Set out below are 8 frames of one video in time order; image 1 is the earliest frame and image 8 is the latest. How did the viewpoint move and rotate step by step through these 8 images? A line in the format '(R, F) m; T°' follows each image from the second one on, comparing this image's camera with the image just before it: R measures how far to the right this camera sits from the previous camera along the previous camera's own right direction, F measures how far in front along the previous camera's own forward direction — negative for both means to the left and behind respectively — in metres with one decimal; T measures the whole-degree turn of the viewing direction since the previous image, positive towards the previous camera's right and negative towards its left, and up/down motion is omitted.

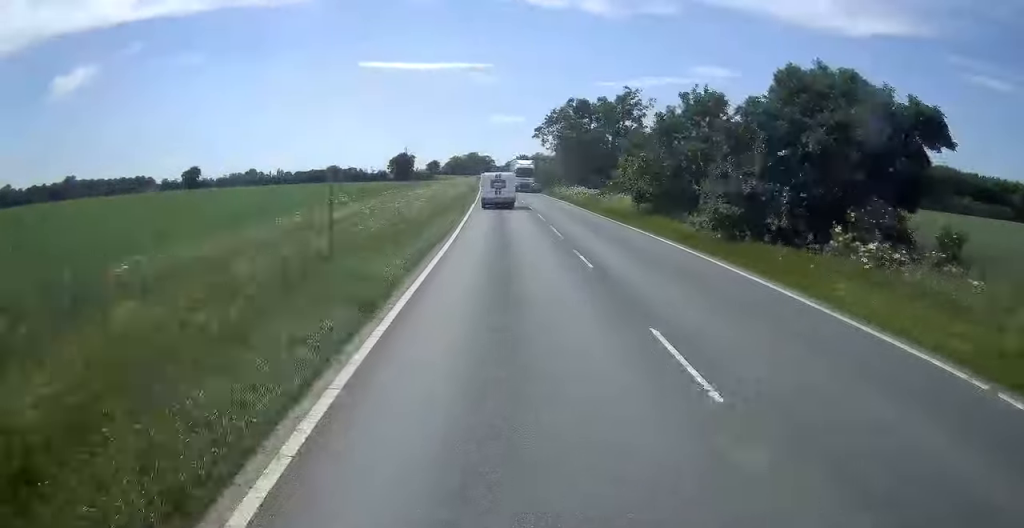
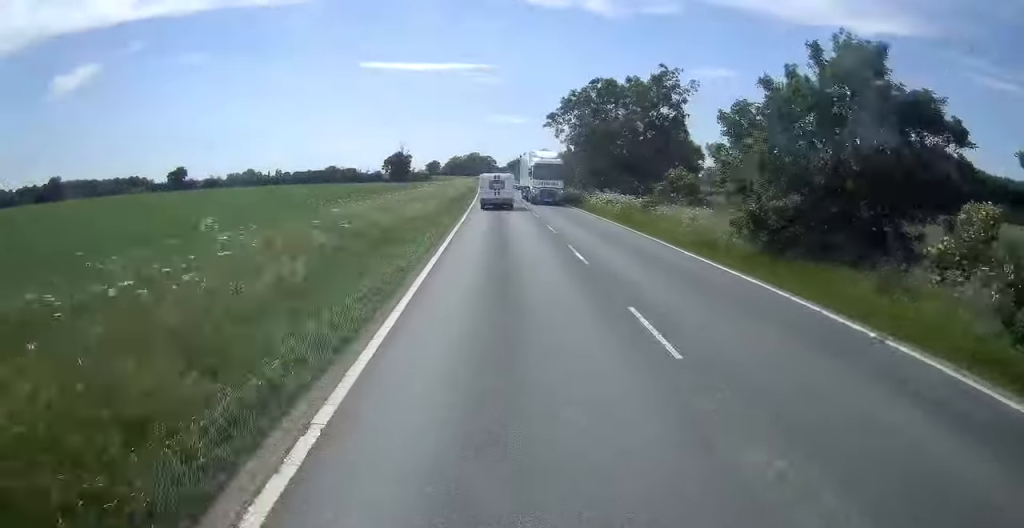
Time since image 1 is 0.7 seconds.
(0.0, +16.4) m; 0°
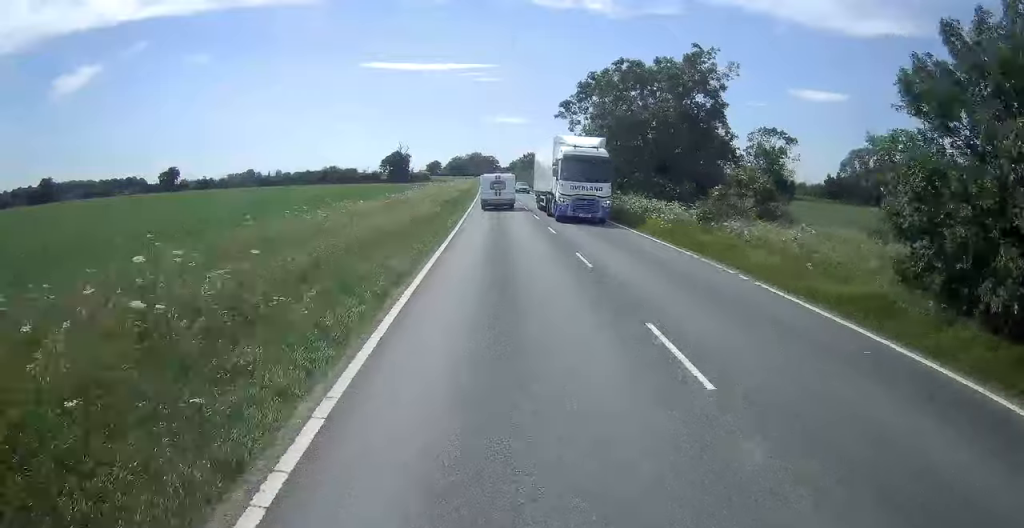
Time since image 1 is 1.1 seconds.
(0.0, +10.2) m; 0°
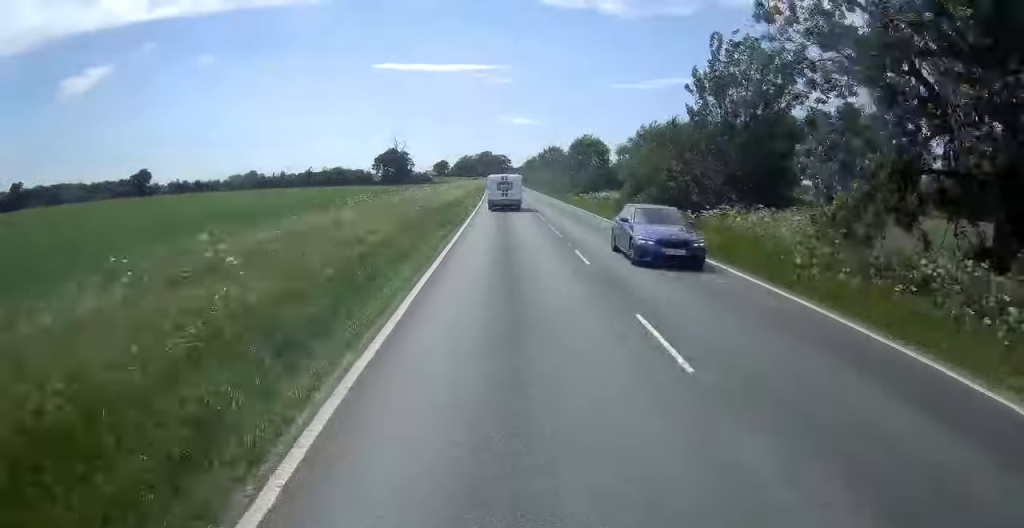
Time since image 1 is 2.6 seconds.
(-0.9, +35.1) m; -2°
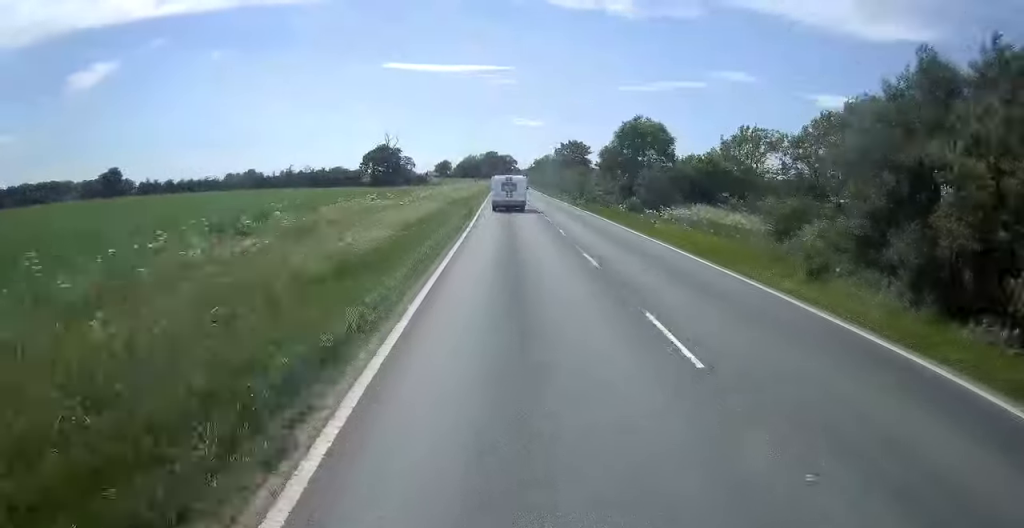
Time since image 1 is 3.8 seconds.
(+0.2, +26.5) m; 0°
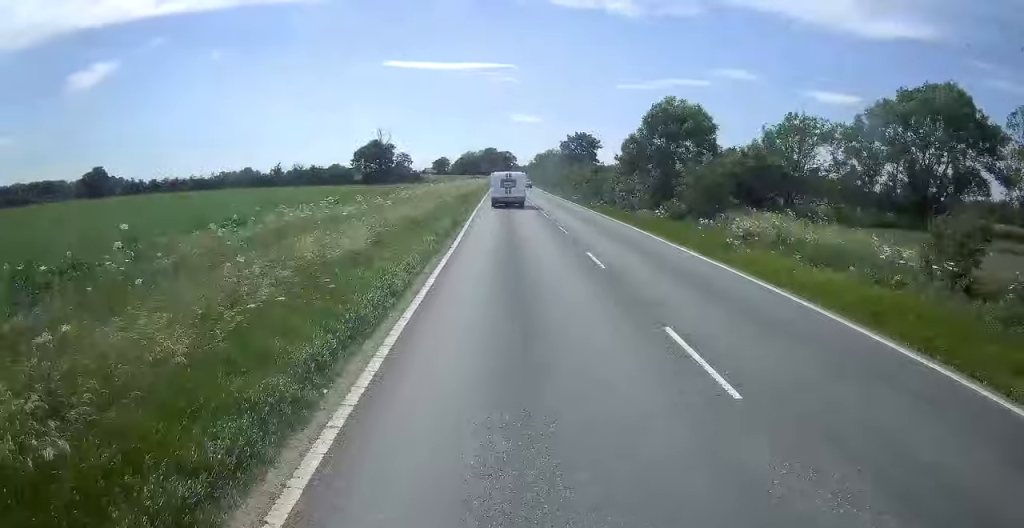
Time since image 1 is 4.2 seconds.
(+0.2, +10.1) m; 0°
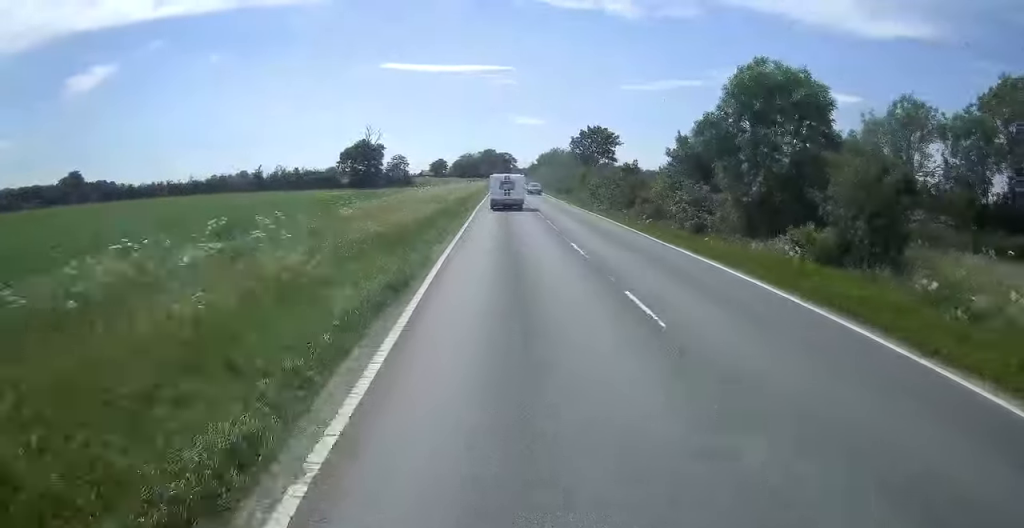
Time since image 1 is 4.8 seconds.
(-0.6, +14.8) m; 0°
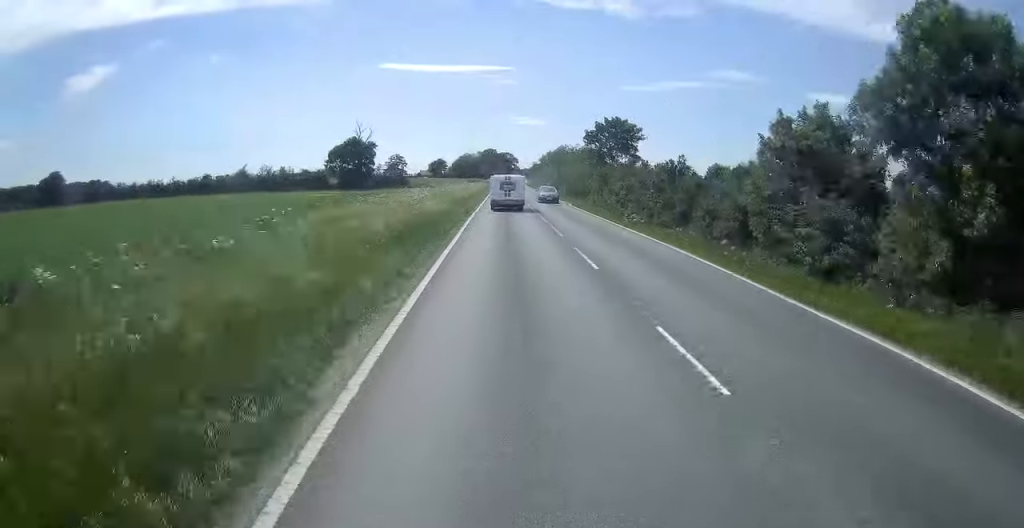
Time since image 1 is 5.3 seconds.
(-0.1, +11.7) m; 0°
